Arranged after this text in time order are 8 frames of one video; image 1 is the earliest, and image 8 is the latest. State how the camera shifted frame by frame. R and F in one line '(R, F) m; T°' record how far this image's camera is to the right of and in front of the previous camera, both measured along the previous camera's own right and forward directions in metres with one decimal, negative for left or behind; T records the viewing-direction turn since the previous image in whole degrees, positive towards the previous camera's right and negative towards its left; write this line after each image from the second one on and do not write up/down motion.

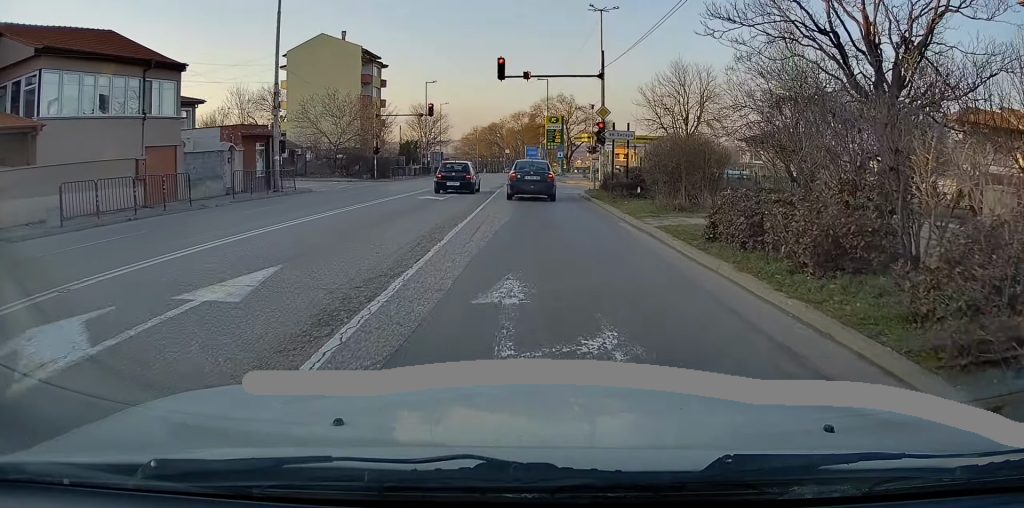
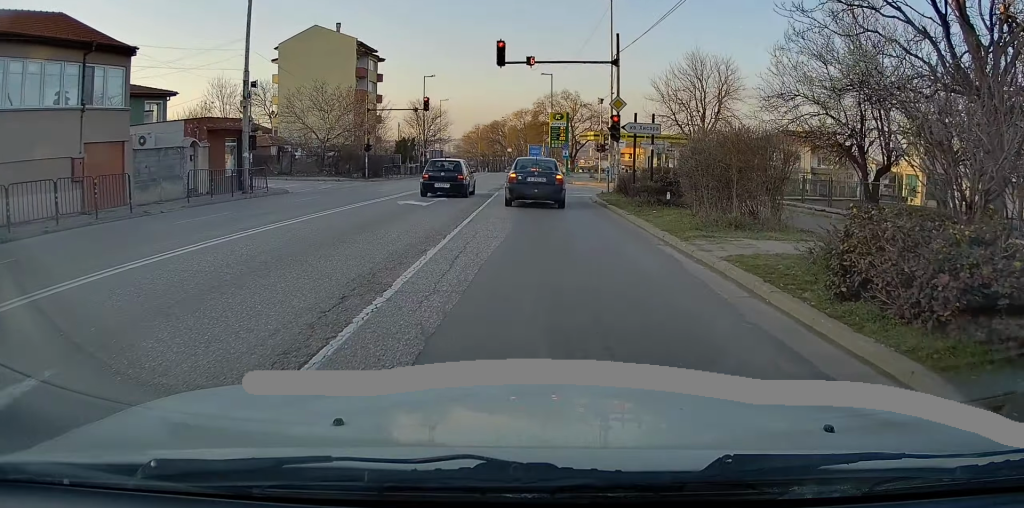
(-0.1, +4.0) m; +1°
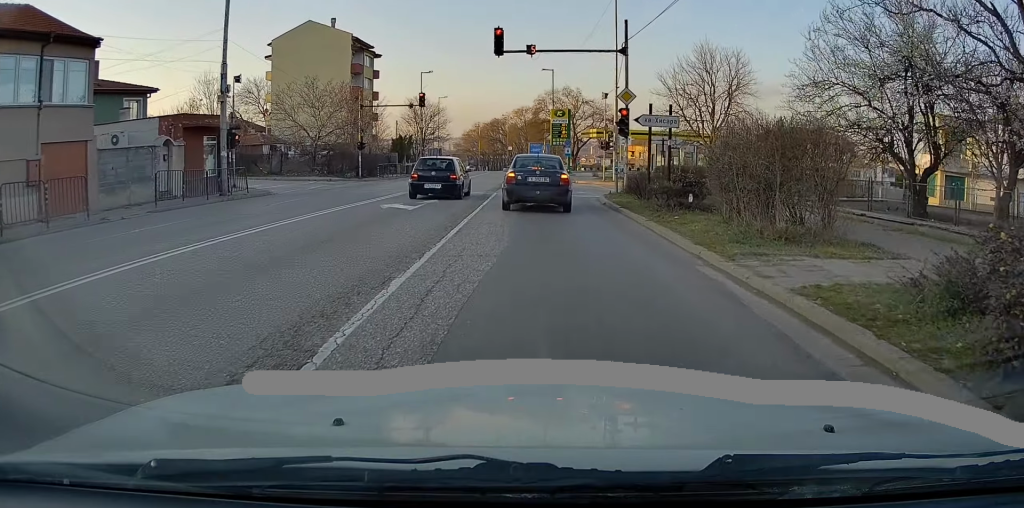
(0.0, +2.2) m; 0°
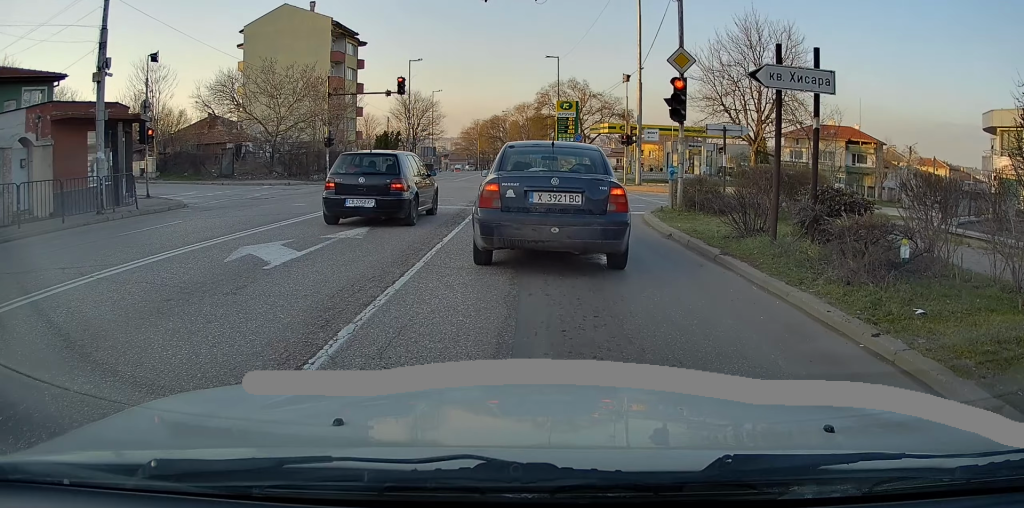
(-0.2, +8.5) m; -1°
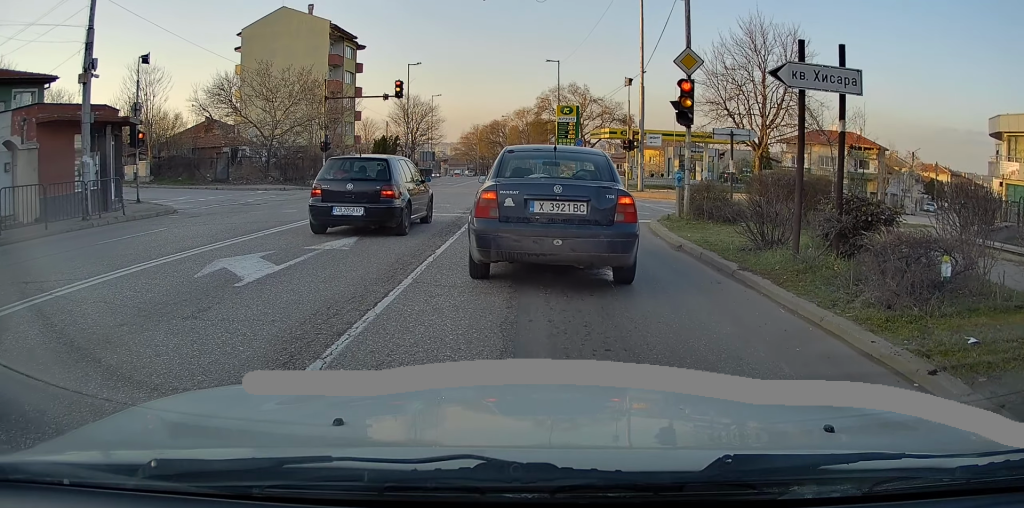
(0.0, +0.7) m; 0°
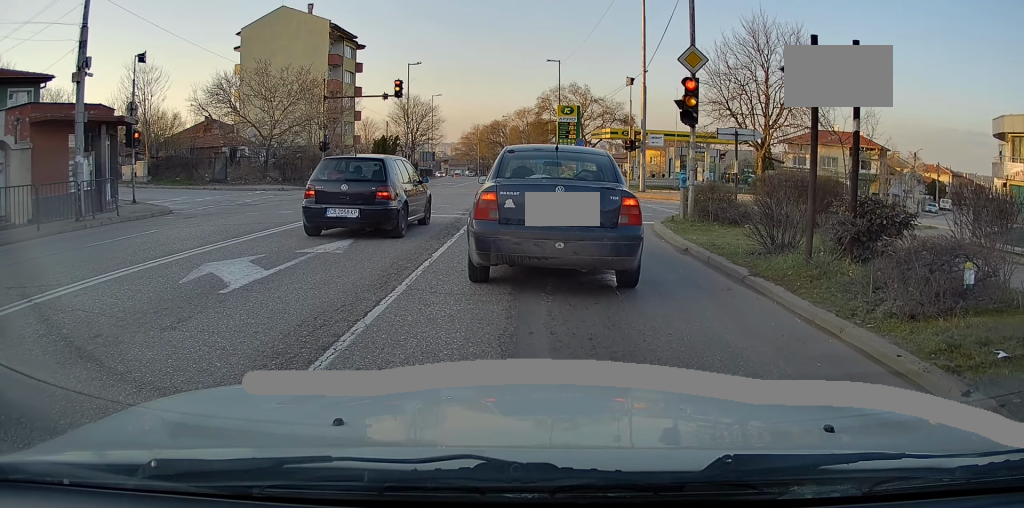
(0.0, 0.0) m; 0°
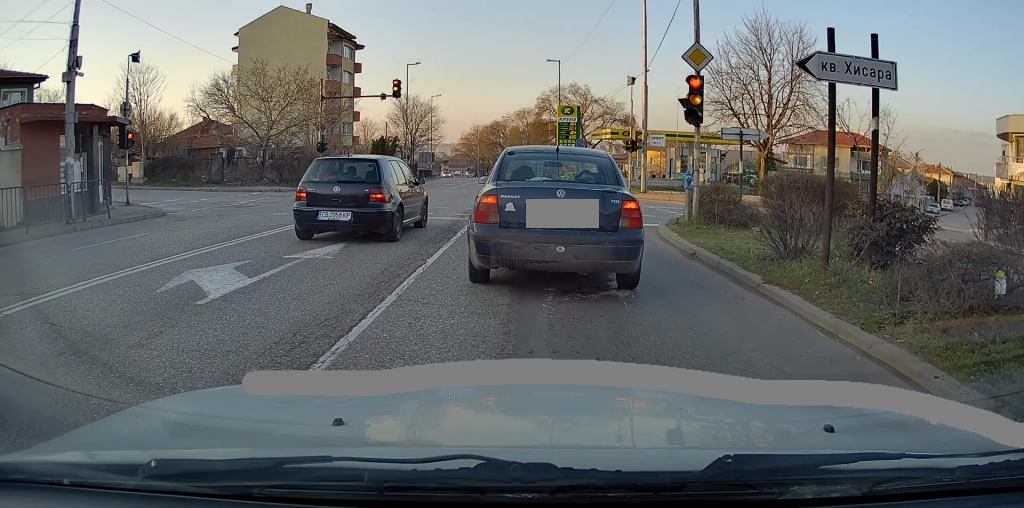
(-0.1, +0.2) m; 0°
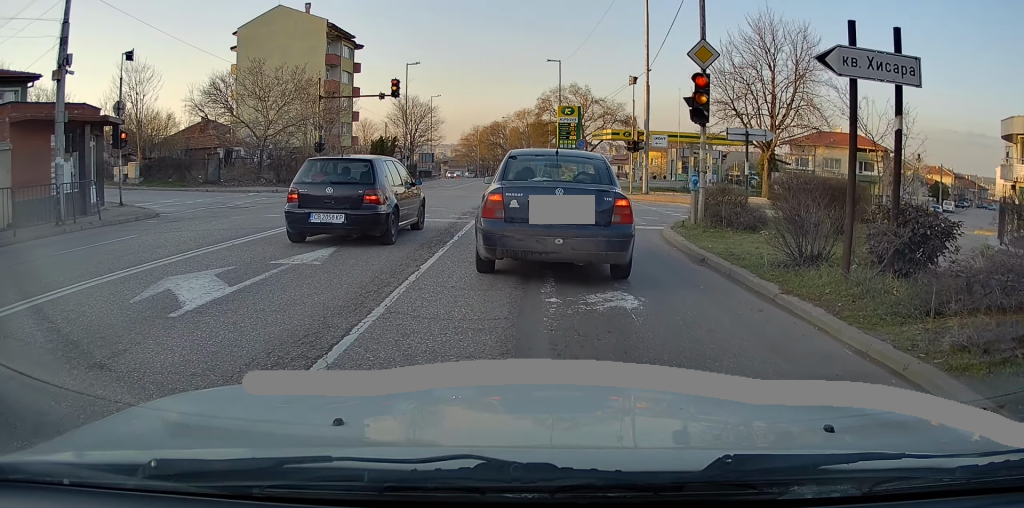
(-0.1, +0.2) m; 0°
